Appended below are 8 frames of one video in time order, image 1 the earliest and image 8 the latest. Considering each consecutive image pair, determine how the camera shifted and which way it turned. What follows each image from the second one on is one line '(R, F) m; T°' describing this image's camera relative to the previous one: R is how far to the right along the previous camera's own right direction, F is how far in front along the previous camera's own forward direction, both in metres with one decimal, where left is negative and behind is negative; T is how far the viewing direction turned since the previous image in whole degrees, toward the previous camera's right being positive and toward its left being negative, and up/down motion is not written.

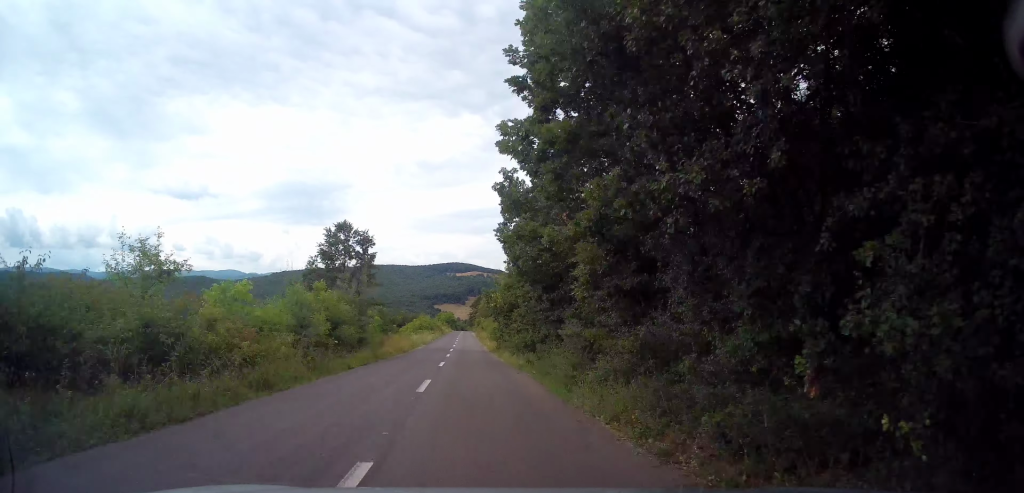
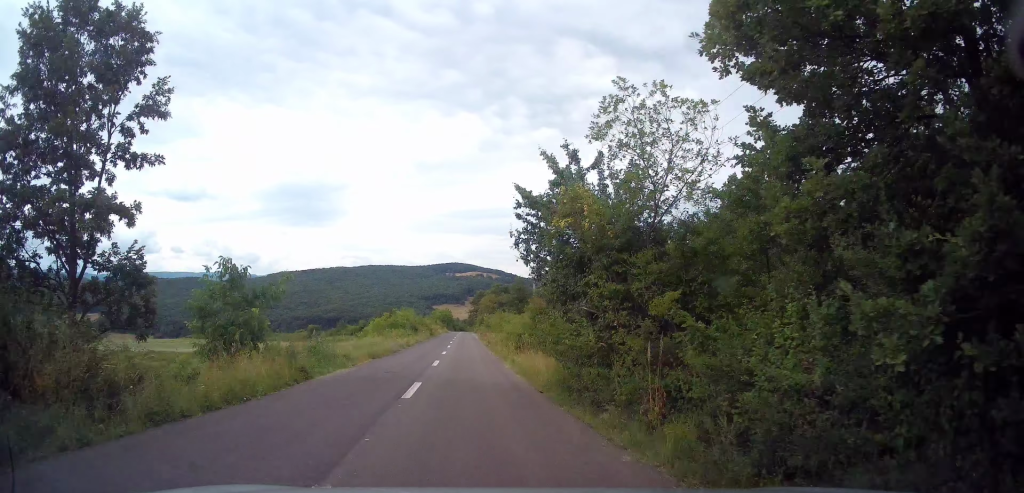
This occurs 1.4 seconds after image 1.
(+0.1, +33.0) m; -1°
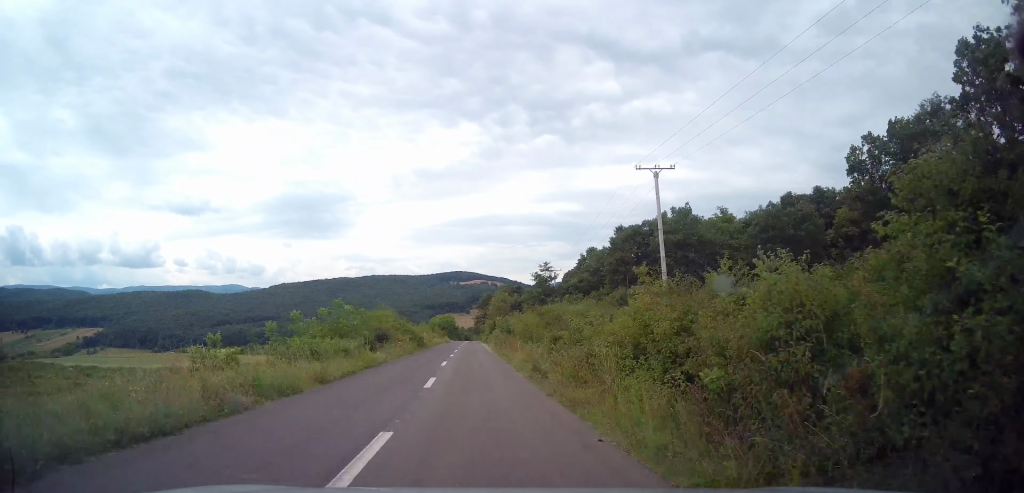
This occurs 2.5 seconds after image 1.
(-0.3, +25.6) m; -1°
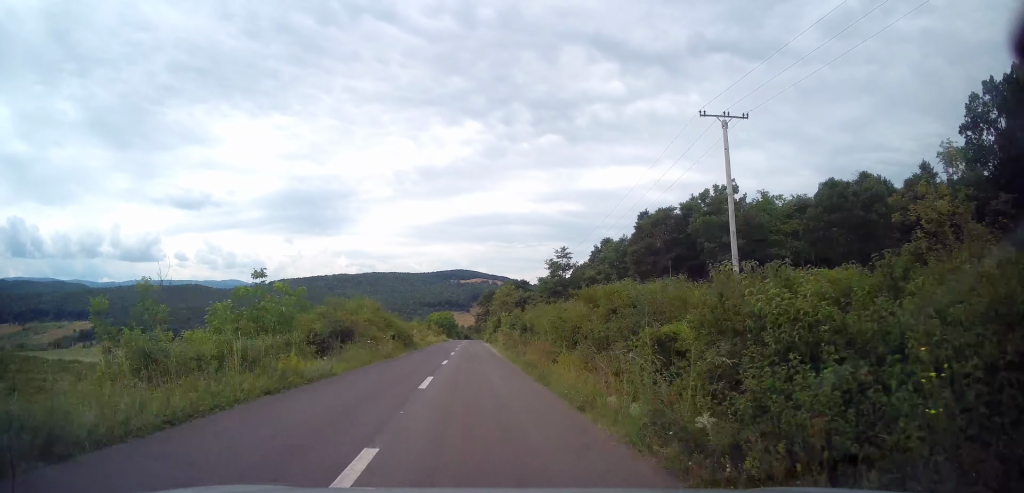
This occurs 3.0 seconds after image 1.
(0.0, +10.5) m; 0°
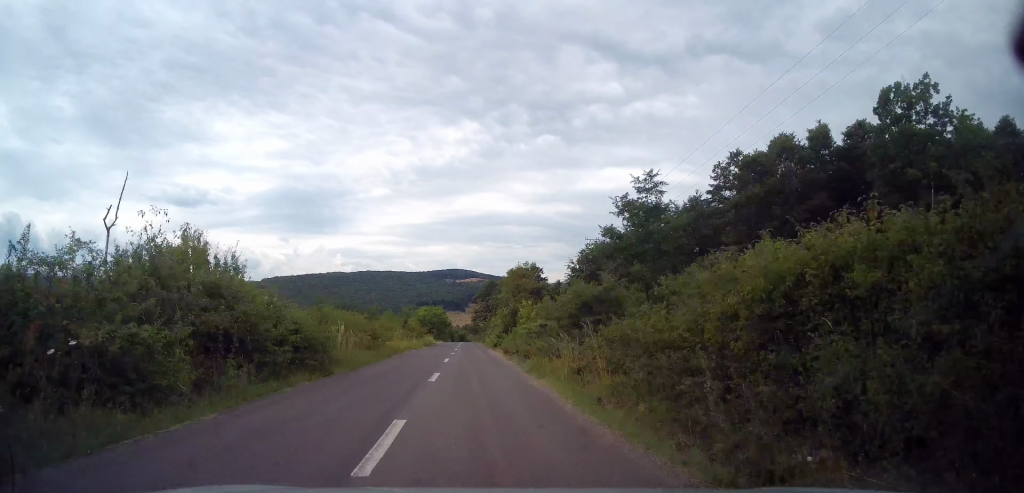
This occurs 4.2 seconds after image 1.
(+0.1, +24.3) m; +1°
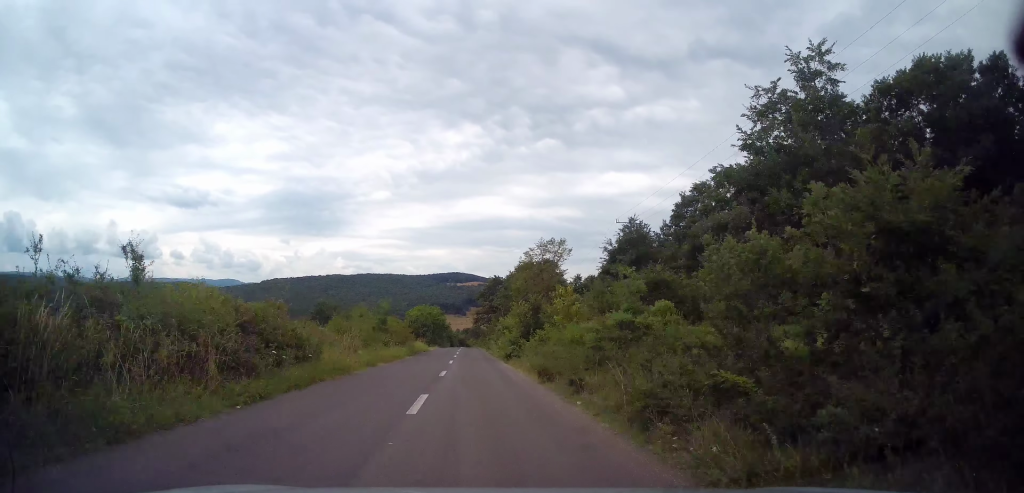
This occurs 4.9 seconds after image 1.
(+0.3, +13.3) m; 0°
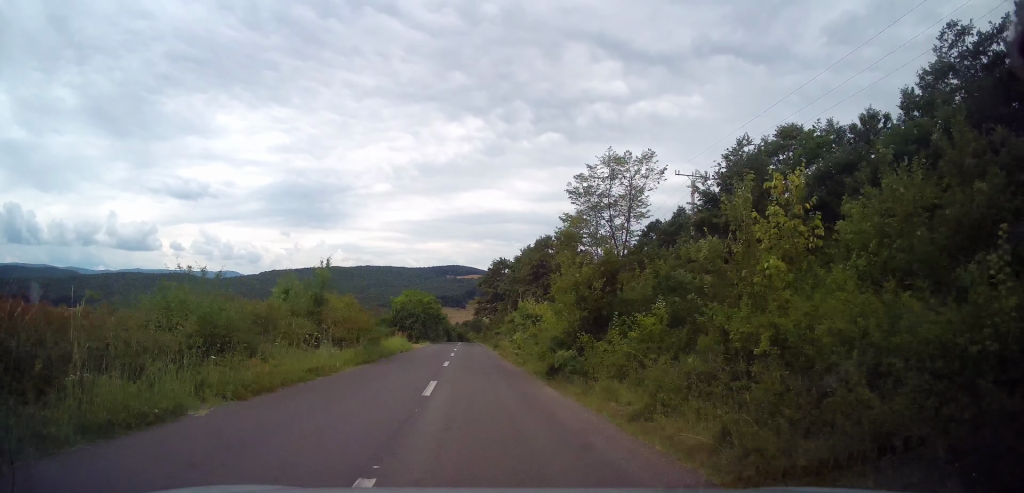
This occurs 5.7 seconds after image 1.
(-0.2, +15.3) m; -1°
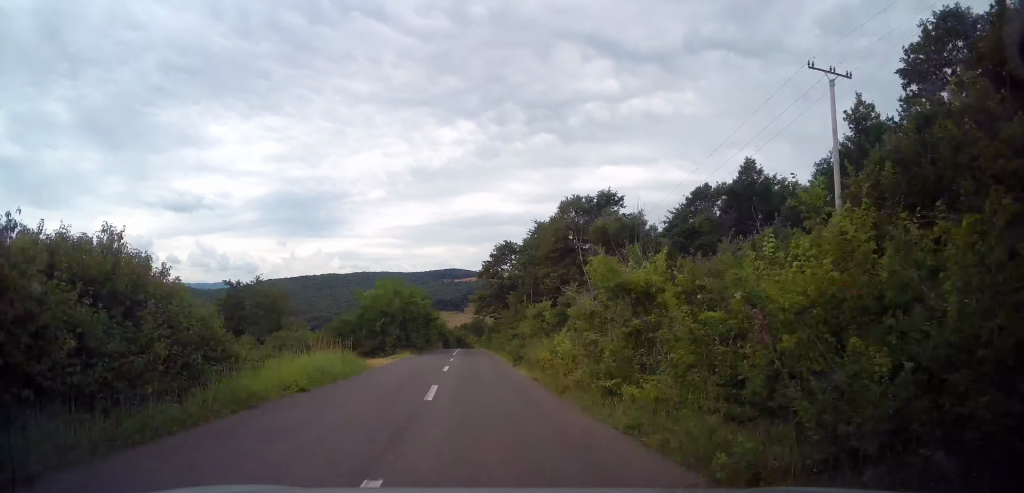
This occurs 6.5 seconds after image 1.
(-0.2, +17.3) m; 0°
